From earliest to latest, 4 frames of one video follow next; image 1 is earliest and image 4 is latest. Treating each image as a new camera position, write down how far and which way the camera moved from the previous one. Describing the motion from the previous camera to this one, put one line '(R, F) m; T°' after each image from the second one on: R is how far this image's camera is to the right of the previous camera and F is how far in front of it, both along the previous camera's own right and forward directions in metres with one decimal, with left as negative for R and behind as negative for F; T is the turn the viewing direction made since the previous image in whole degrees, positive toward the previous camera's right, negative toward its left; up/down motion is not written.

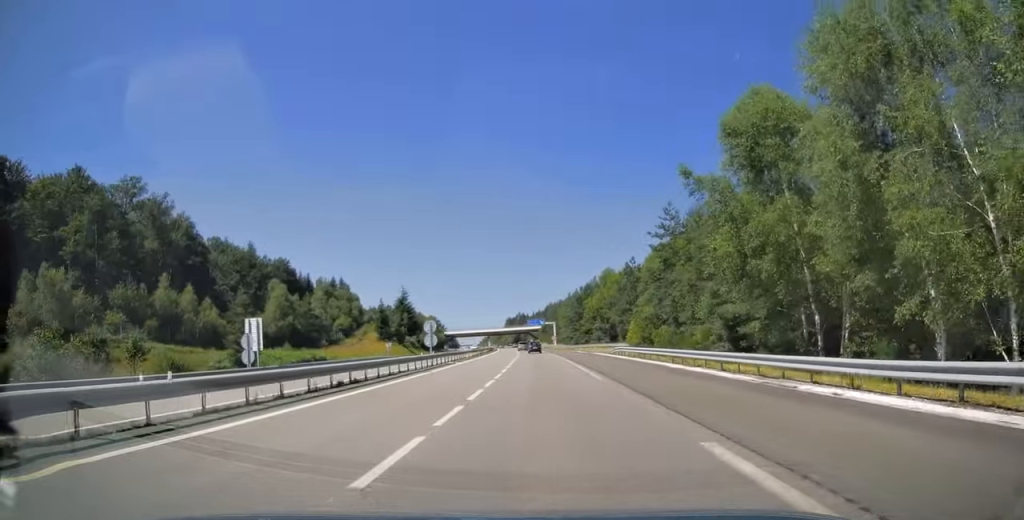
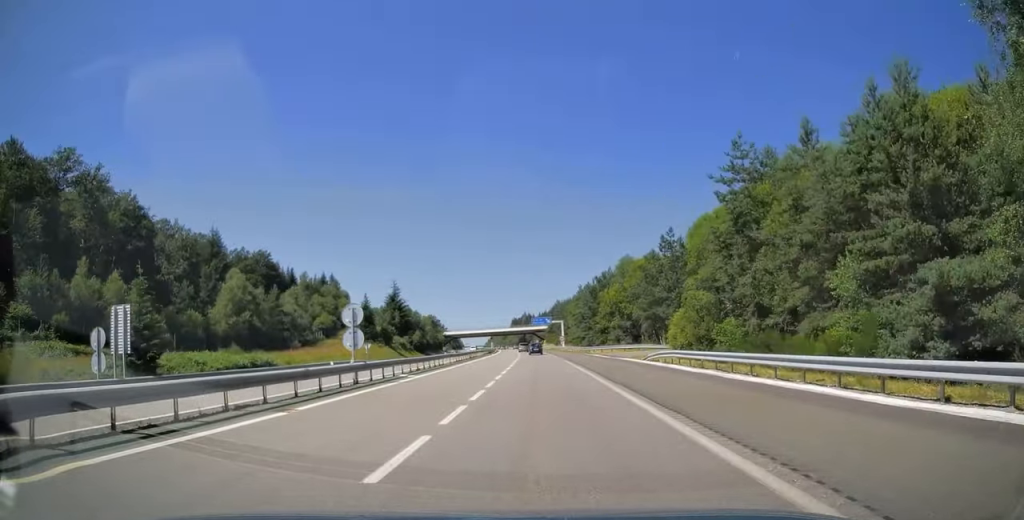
(-0.1, +17.5) m; 0°
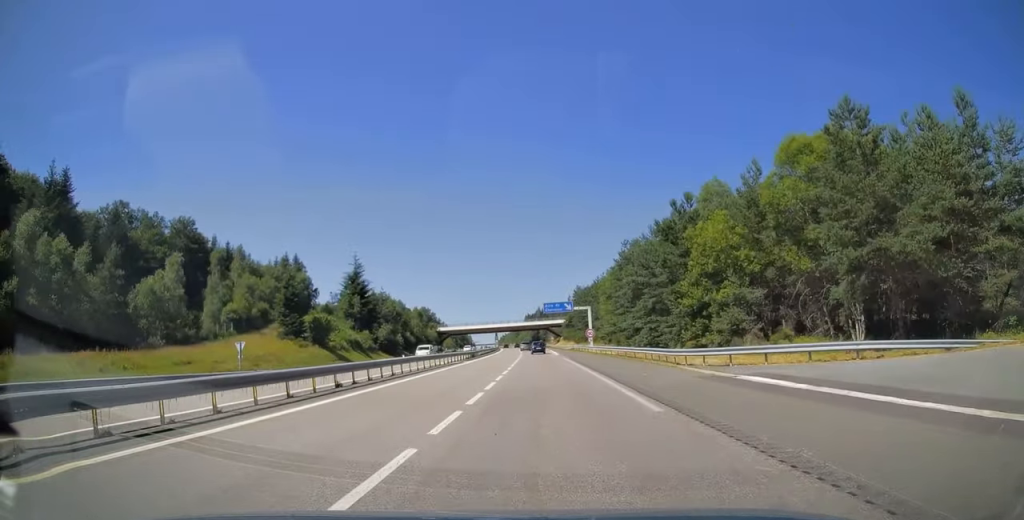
(-0.2, +46.2) m; -1°
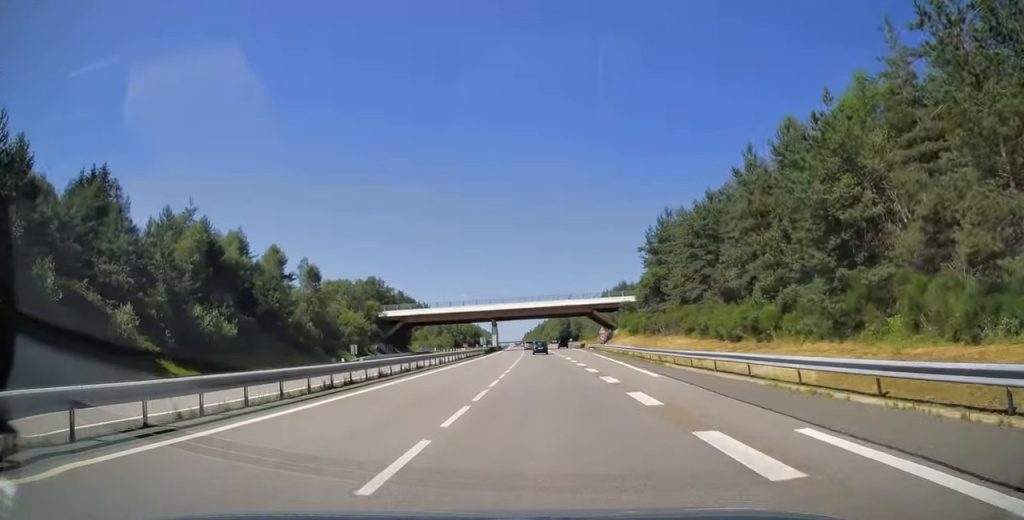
(-2.9, +103.5) m; -3°
